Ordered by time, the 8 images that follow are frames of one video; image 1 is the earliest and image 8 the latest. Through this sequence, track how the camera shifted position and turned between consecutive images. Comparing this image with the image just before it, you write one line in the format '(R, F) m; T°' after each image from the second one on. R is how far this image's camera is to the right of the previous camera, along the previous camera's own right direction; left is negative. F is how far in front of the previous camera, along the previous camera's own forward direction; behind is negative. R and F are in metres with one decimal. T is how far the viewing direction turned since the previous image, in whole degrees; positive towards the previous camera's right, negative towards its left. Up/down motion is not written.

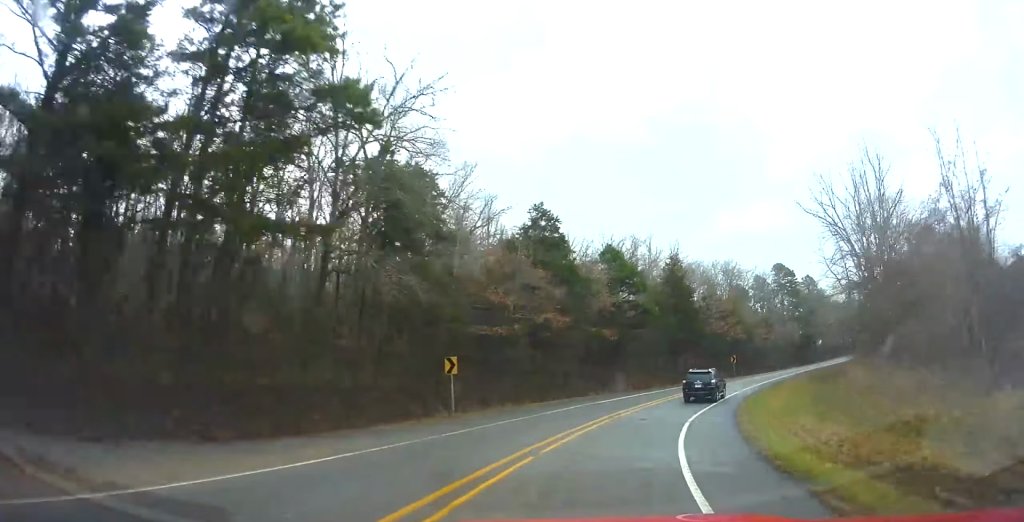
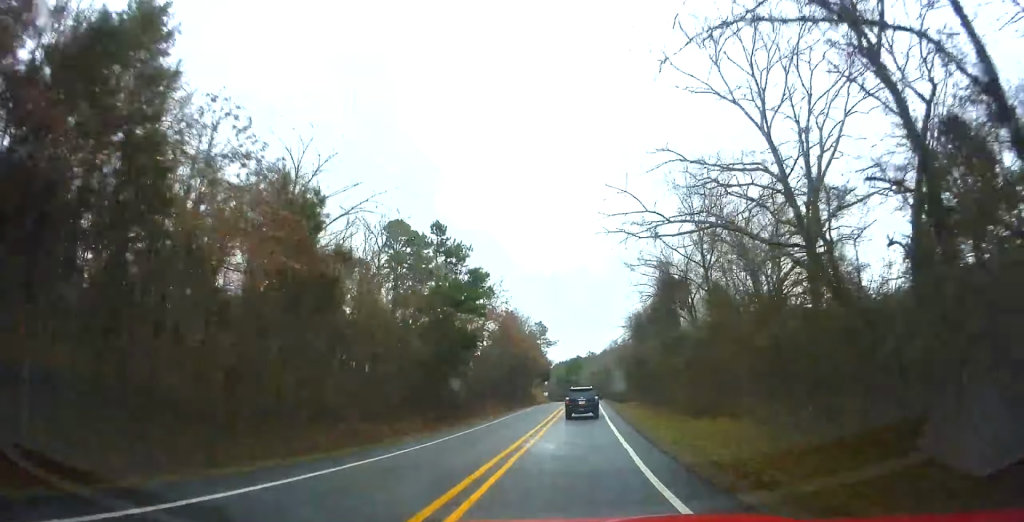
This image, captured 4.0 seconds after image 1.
(+24.2, +61.5) m; +36°
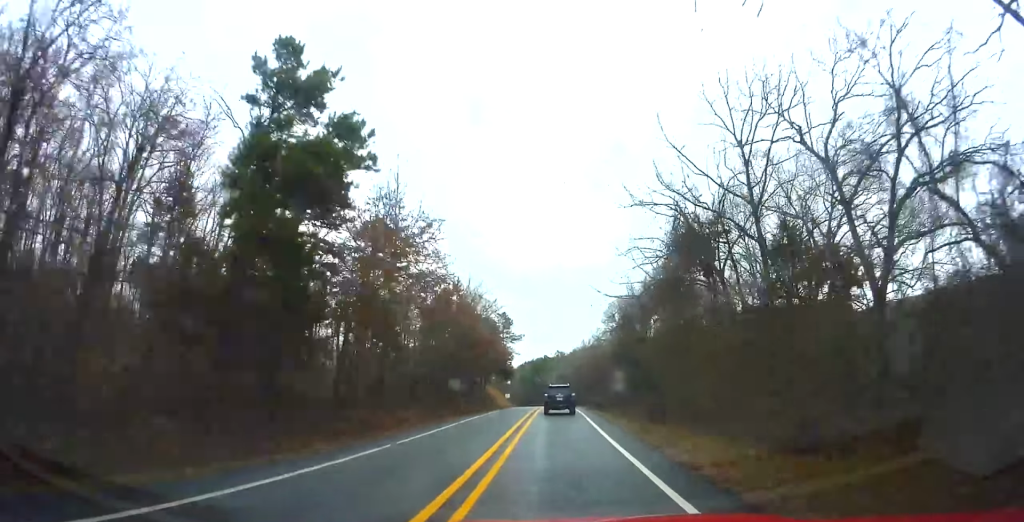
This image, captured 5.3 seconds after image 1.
(+3.7, +22.0) m; +7°
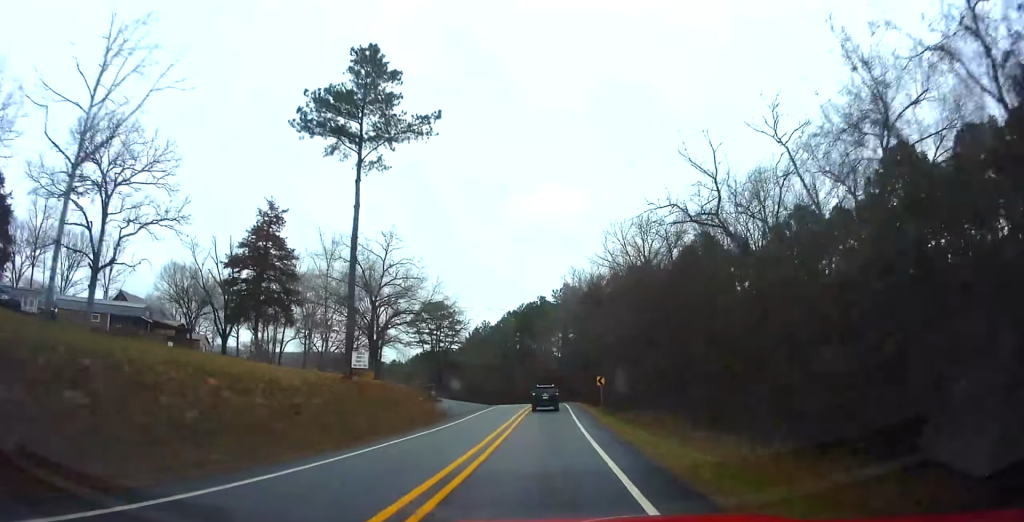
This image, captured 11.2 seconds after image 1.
(+11.0, +106.1) m; +5°
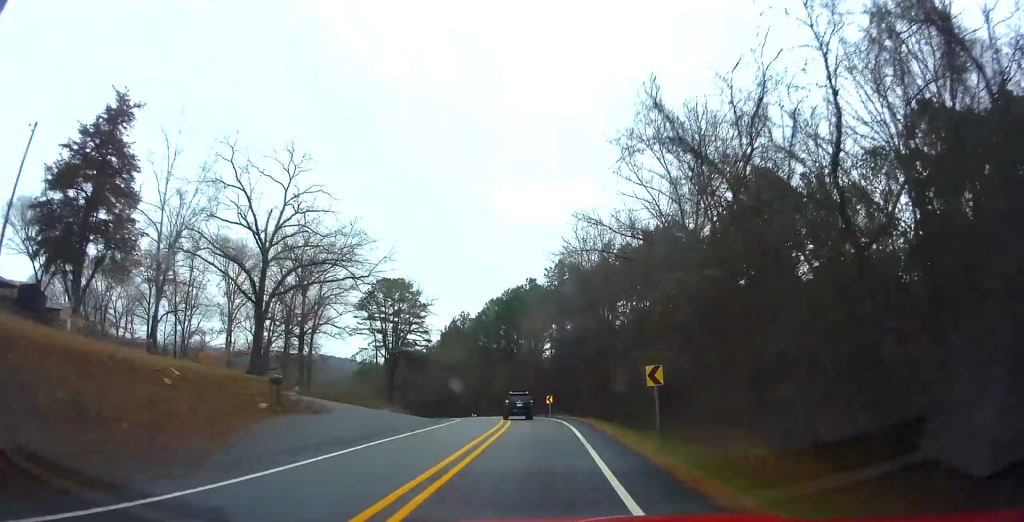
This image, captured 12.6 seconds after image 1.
(-0.1, +26.4) m; -1°
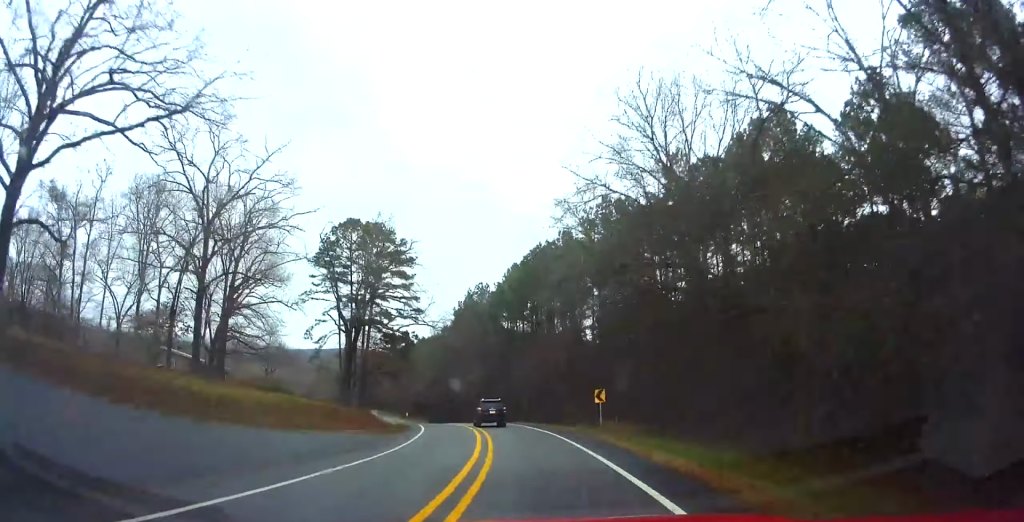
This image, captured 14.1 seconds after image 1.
(0.0, +29.1) m; -4°
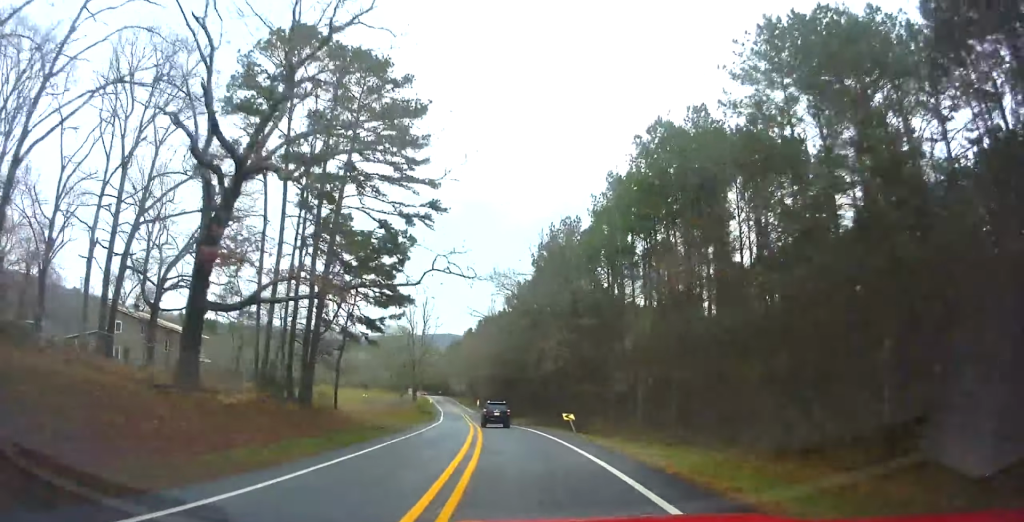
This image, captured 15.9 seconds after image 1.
(-0.4, +35.2) m; -5°
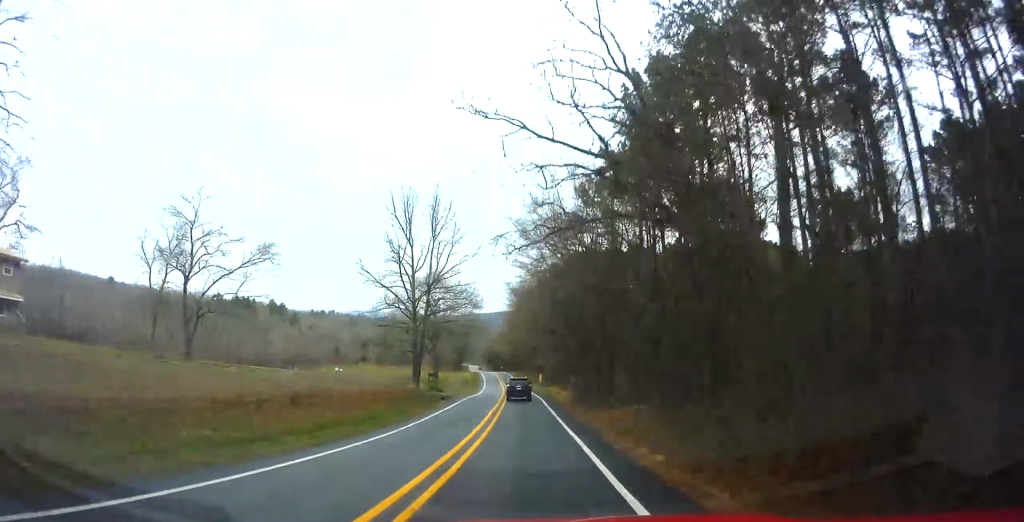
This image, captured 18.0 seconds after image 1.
(-3.1, +42.4) m; -8°
